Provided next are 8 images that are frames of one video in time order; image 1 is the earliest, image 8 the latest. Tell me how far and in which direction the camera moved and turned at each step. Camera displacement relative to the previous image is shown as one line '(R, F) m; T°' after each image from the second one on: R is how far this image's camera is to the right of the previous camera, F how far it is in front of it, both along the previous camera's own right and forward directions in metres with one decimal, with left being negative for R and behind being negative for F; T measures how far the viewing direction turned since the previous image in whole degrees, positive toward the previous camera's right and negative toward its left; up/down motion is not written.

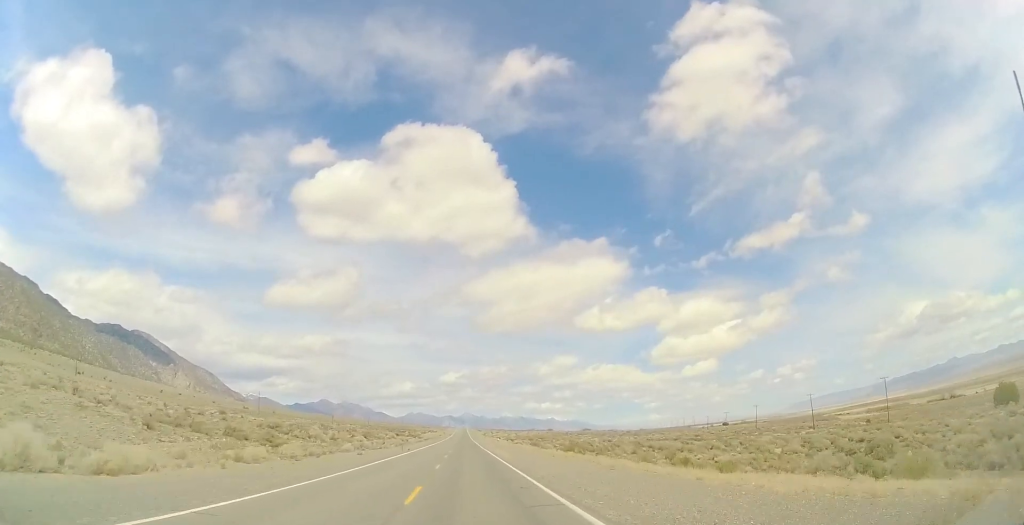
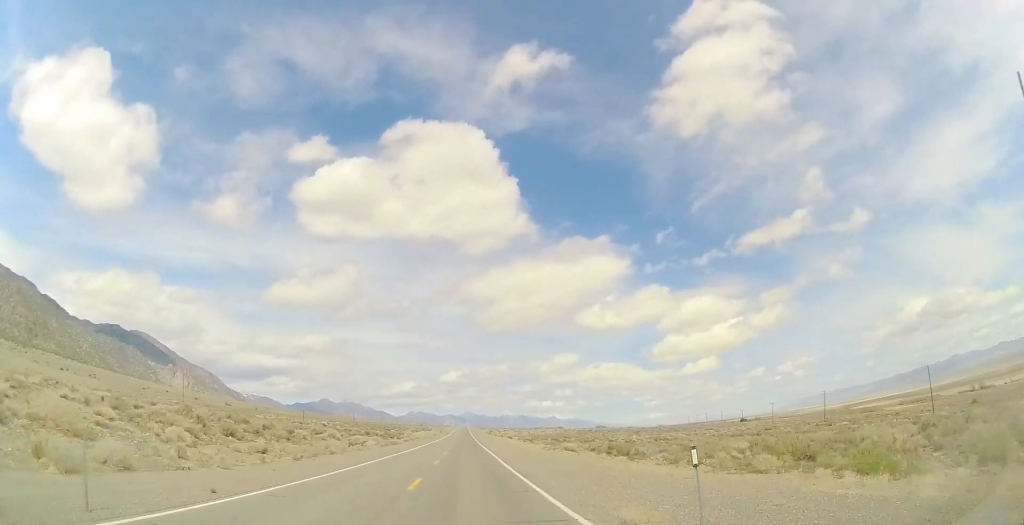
(+0.5, +46.0) m; 0°
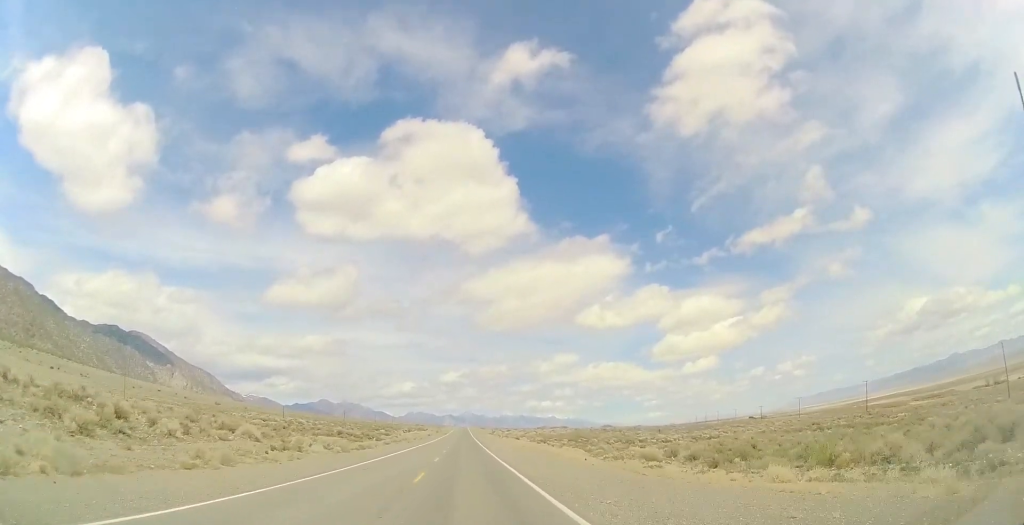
(-0.3, +22.4) m; 0°
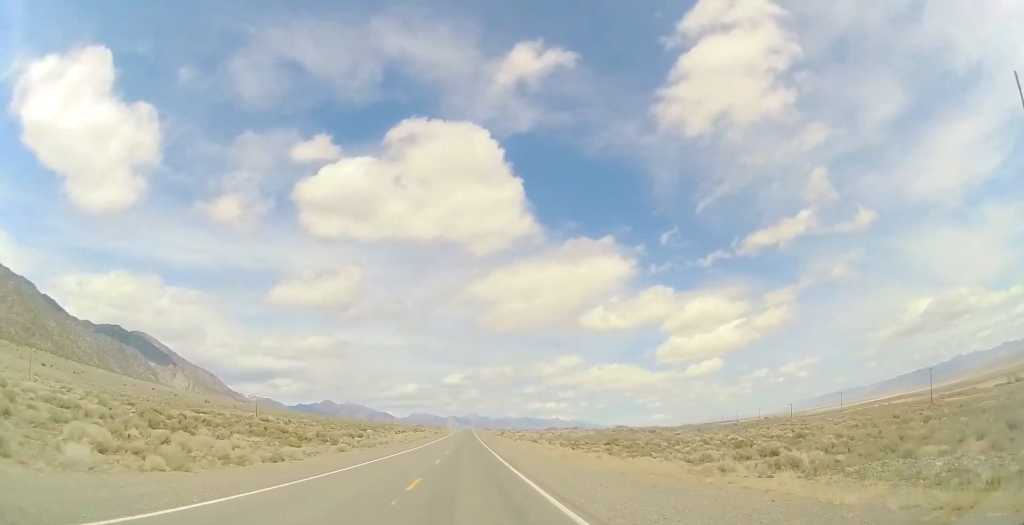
(+0.2, +26.7) m; -1°
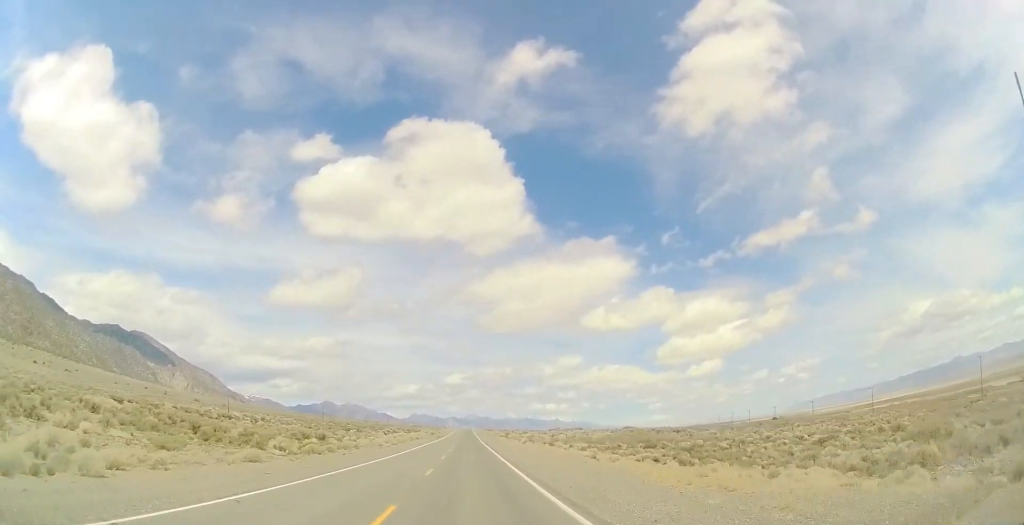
(0.0, +18.9) m; -1°
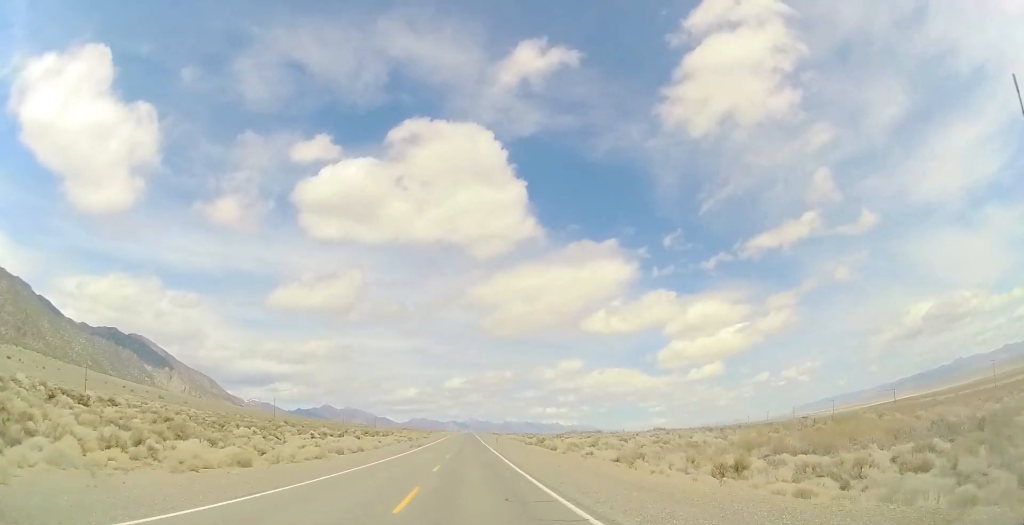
(-0.4, +57.8) m; +1°
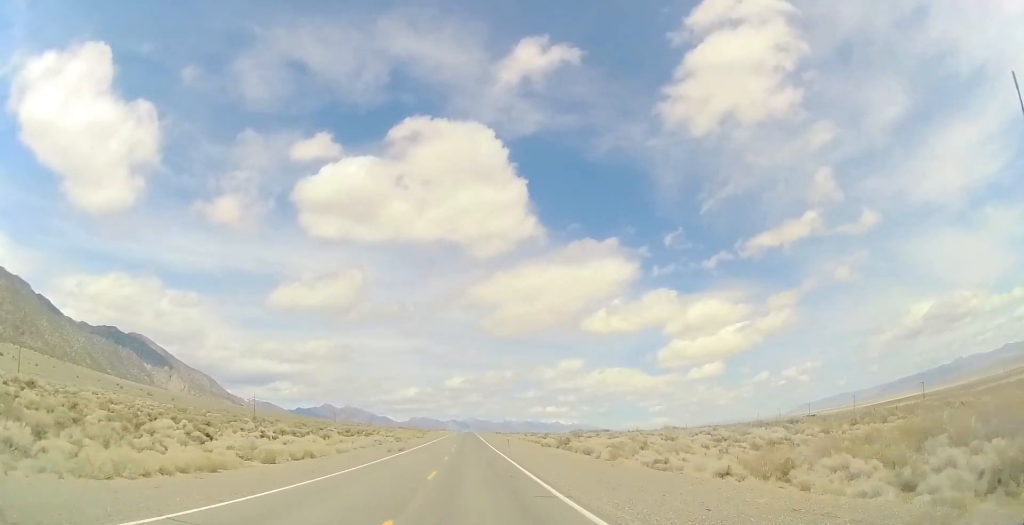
(0.0, +16.7) m; 0°
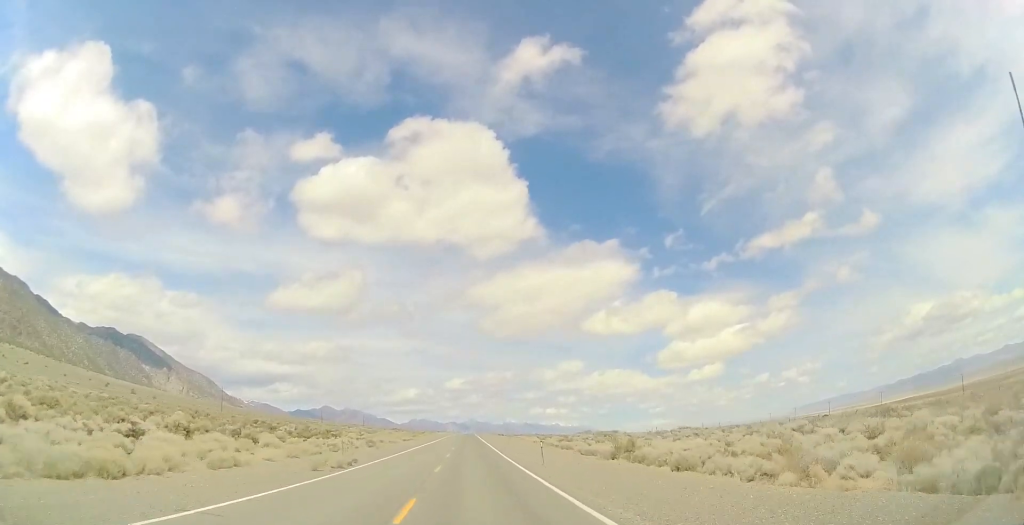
(0.0, +21.1) m; 0°
